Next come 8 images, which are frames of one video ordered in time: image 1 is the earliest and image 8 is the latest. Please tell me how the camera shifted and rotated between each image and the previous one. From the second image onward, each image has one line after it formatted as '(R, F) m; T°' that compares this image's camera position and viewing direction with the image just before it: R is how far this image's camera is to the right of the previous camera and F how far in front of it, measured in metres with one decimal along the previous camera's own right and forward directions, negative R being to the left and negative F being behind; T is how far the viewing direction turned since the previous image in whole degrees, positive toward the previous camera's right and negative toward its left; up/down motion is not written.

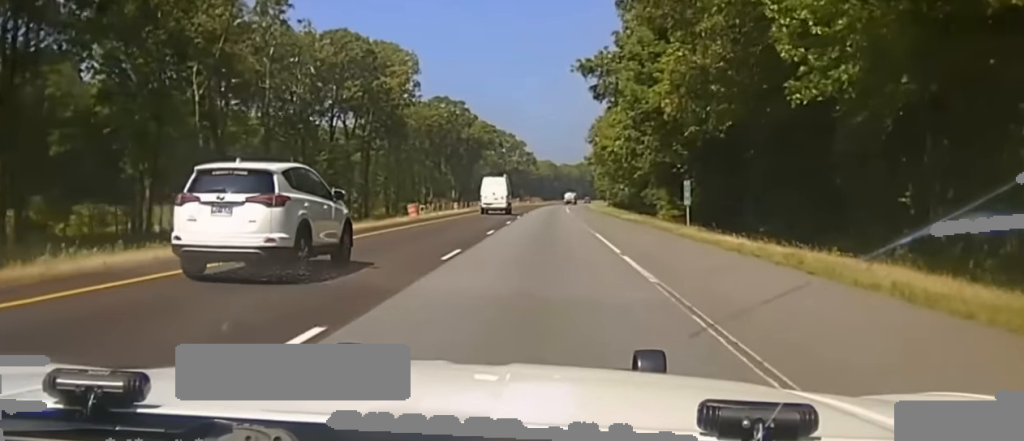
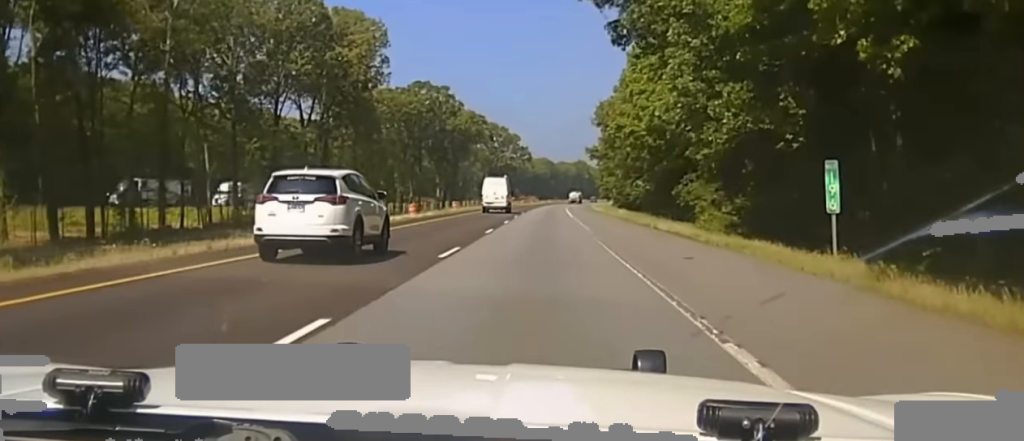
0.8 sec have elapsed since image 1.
(+0.1, +17.1) m; 0°
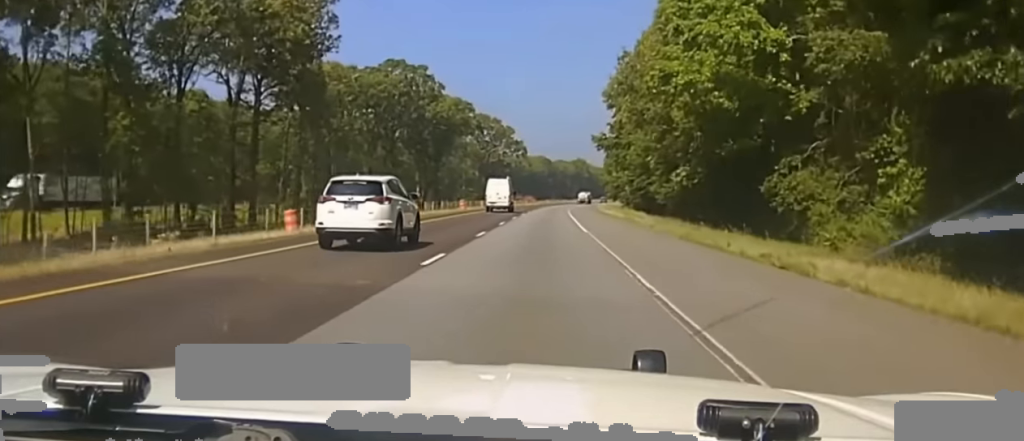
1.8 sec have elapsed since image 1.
(-0.1, +19.3) m; -1°
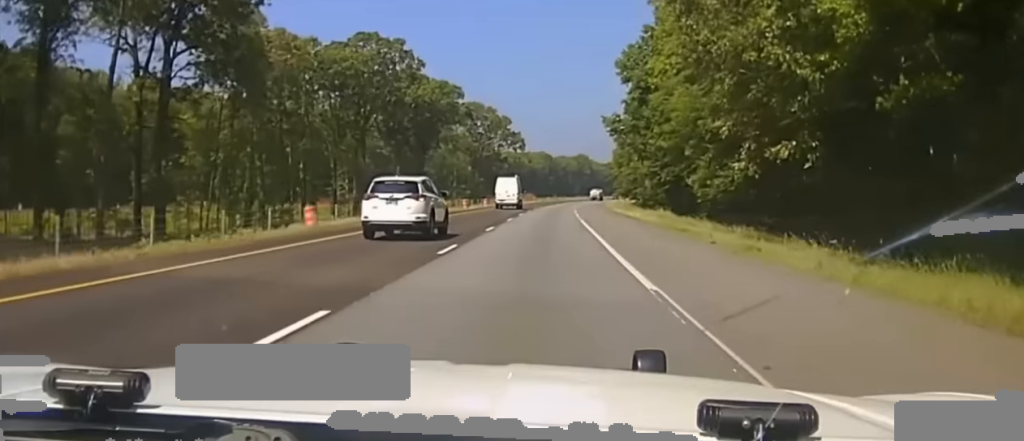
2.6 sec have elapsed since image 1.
(-0.3, +20.9) m; 0°
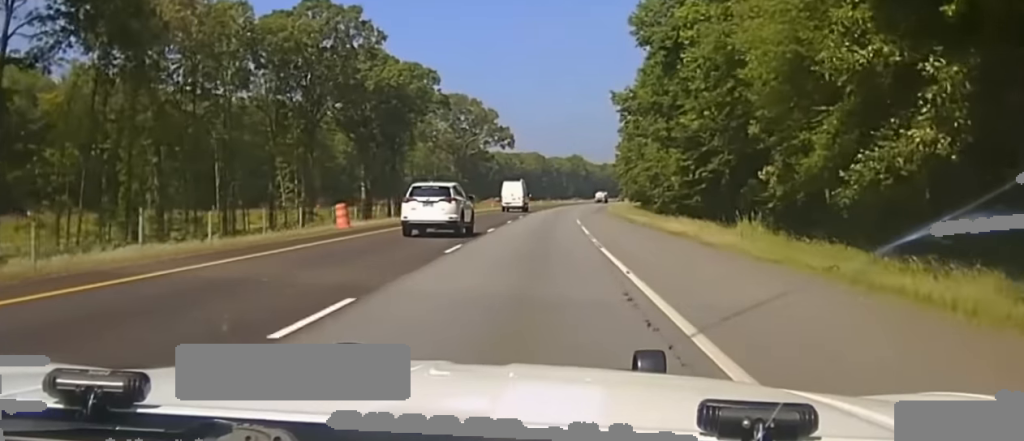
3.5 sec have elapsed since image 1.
(+0.2, +26.1) m; +1°
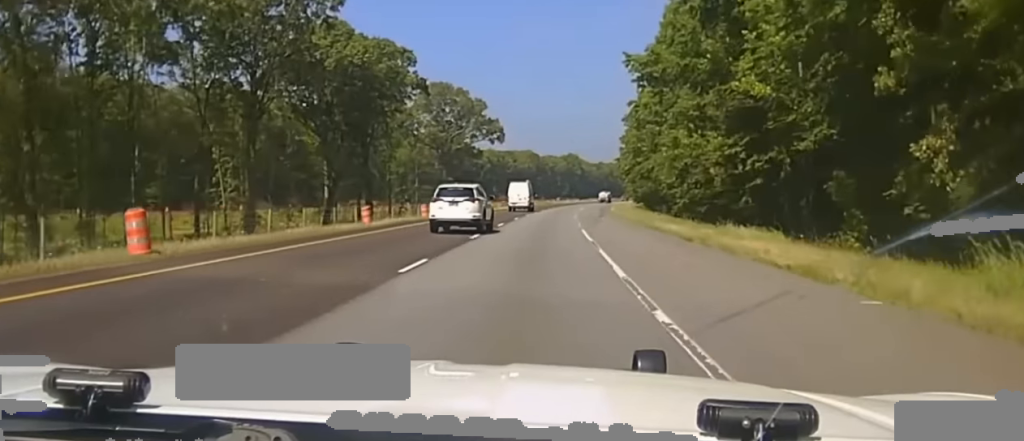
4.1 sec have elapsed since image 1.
(+0.1, +19.8) m; +1°
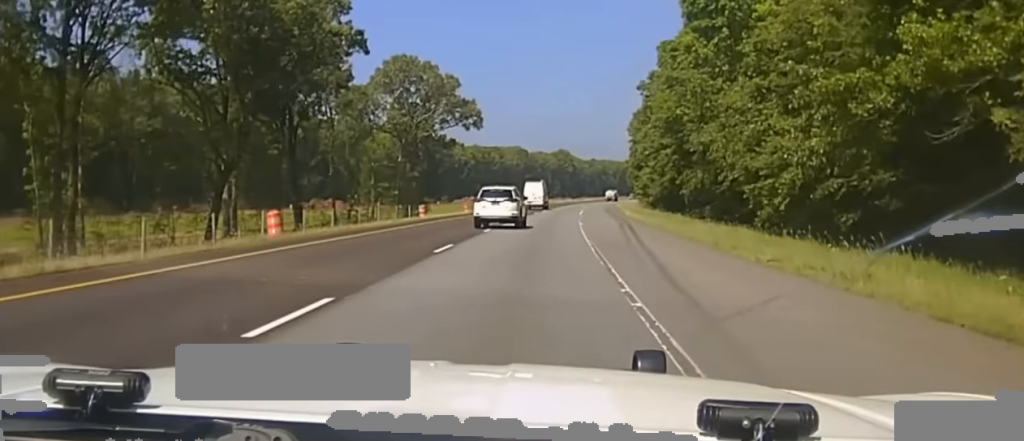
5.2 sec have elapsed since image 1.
(+0.4, +38.3) m; +1°
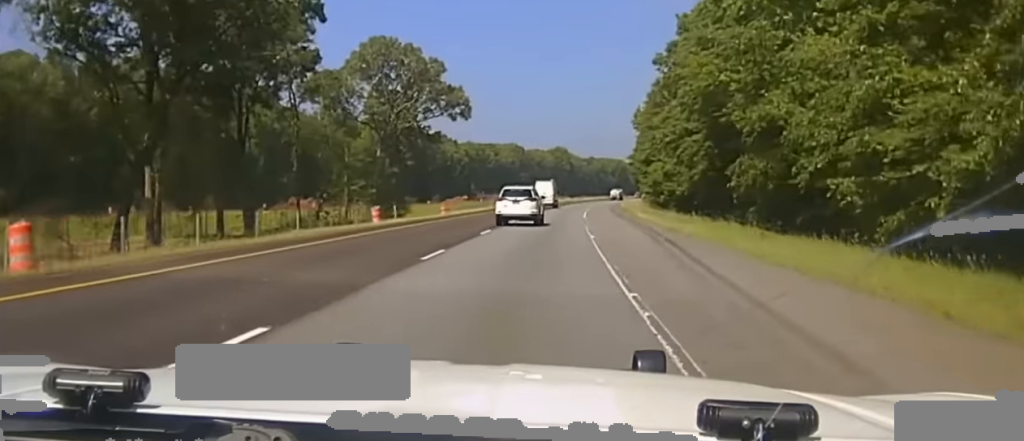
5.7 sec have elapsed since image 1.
(0.0, +16.9) m; 0°
